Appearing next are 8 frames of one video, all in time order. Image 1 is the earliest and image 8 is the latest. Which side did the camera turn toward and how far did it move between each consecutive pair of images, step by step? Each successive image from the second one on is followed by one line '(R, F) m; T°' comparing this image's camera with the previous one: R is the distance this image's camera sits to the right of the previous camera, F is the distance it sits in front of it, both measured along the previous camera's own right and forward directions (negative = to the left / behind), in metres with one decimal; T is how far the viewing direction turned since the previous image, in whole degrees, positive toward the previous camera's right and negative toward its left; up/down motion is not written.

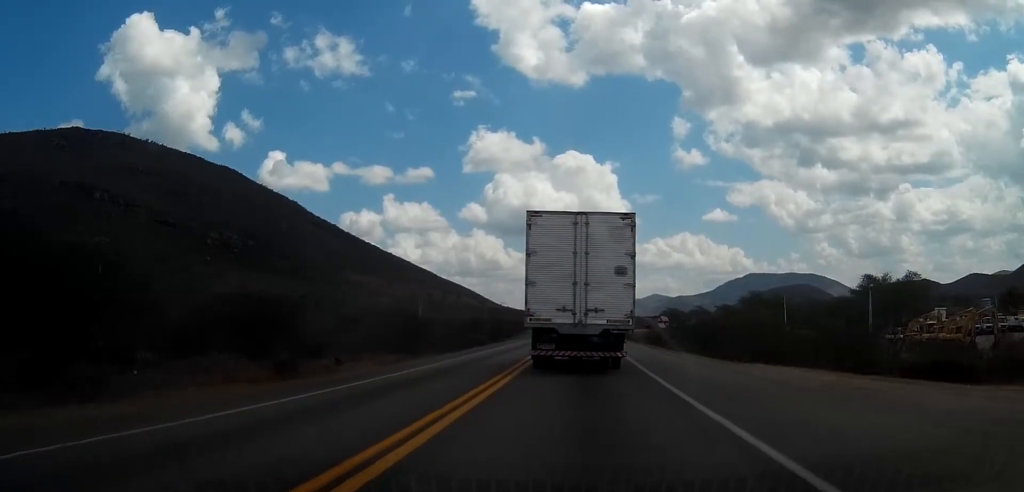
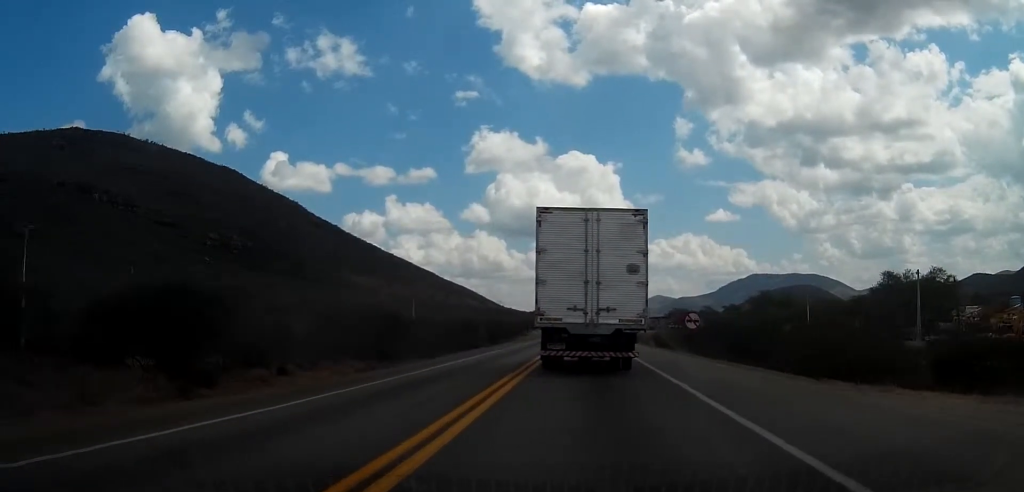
(0.0, +10.9) m; 0°
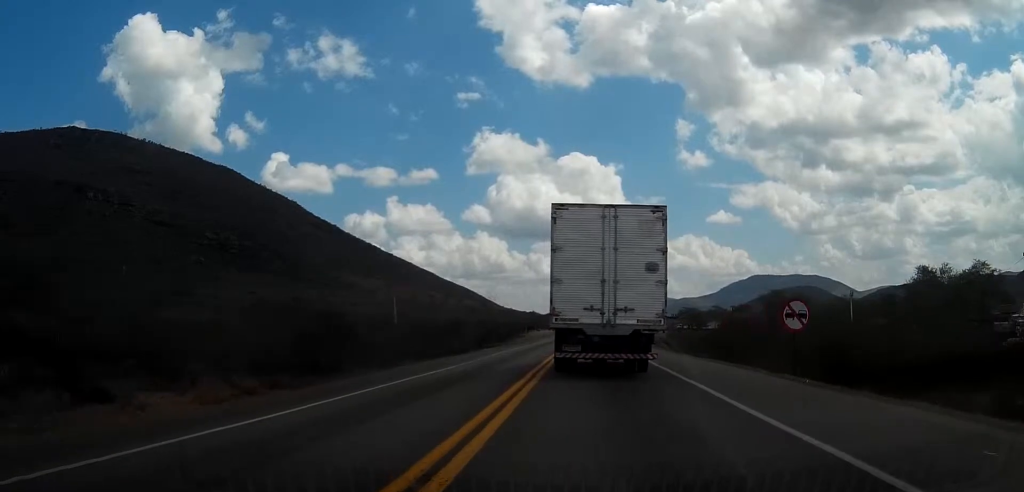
(+0.1, +18.3) m; 0°
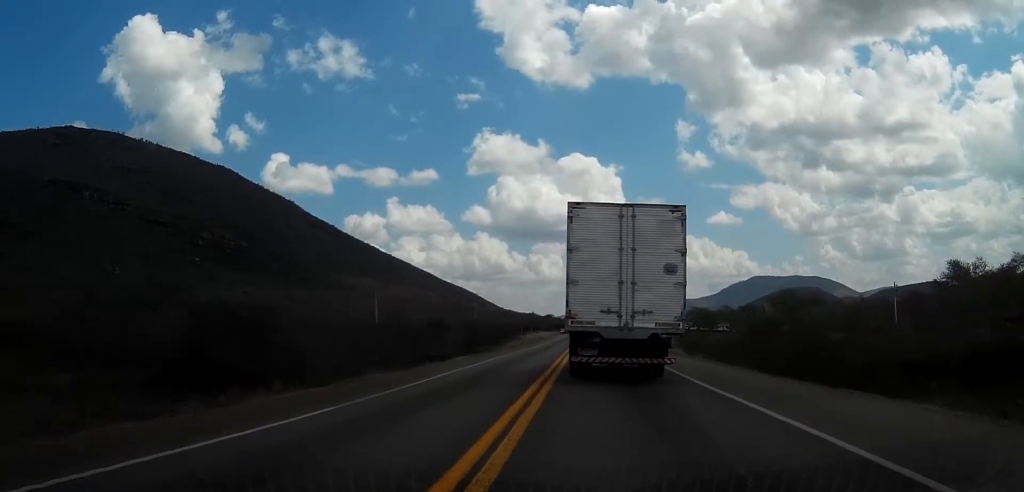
(0.0, +14.4) m; -1°
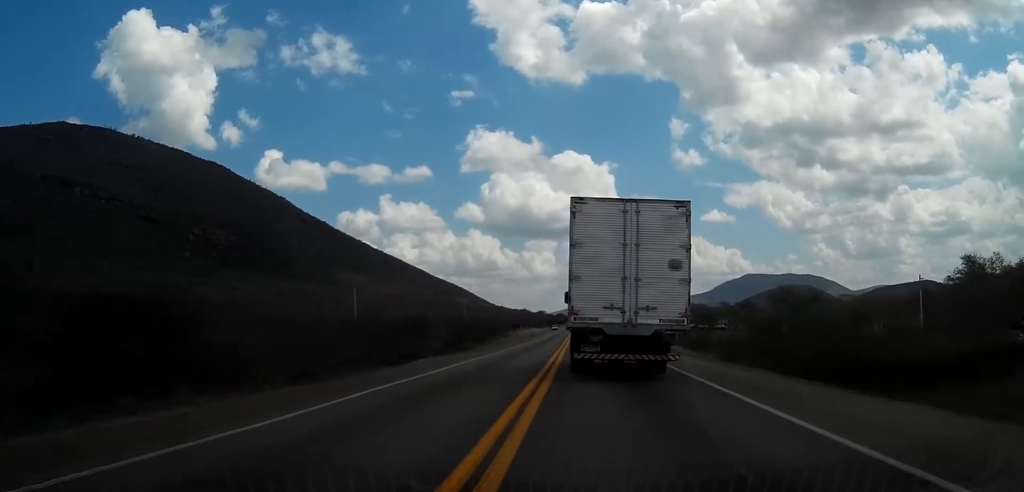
(0.0, +8.7) m; 0°
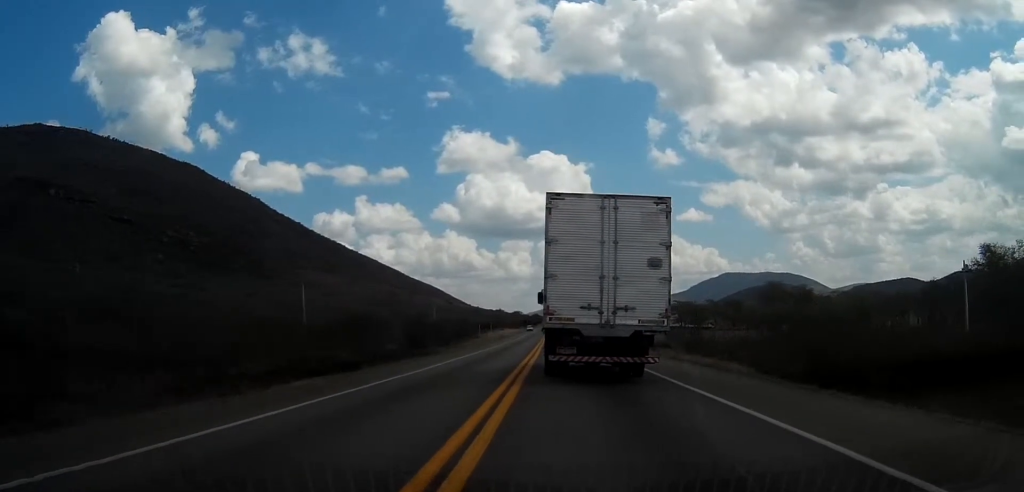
(+0.2, +14.1) m; +2°
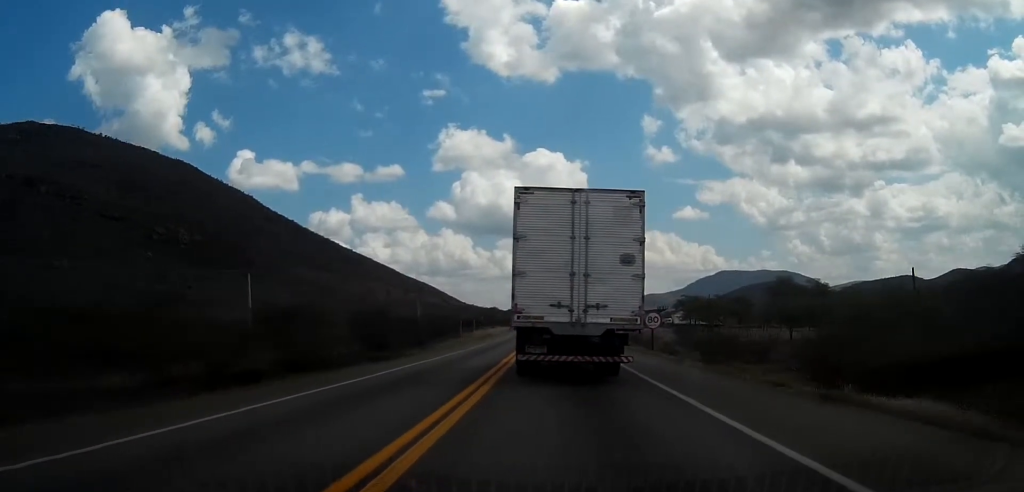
(+0.3, +18.3) m; +1°
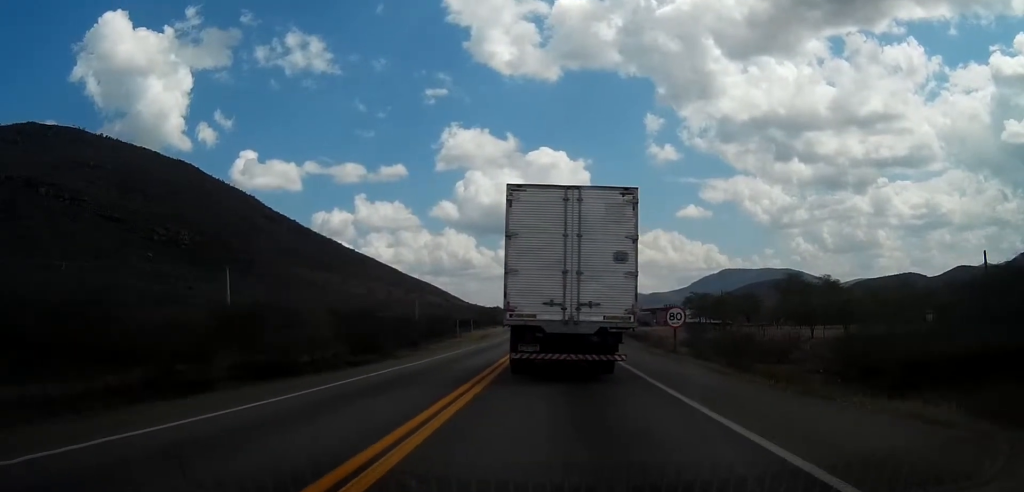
(0.0, +7.2) m; 0°
